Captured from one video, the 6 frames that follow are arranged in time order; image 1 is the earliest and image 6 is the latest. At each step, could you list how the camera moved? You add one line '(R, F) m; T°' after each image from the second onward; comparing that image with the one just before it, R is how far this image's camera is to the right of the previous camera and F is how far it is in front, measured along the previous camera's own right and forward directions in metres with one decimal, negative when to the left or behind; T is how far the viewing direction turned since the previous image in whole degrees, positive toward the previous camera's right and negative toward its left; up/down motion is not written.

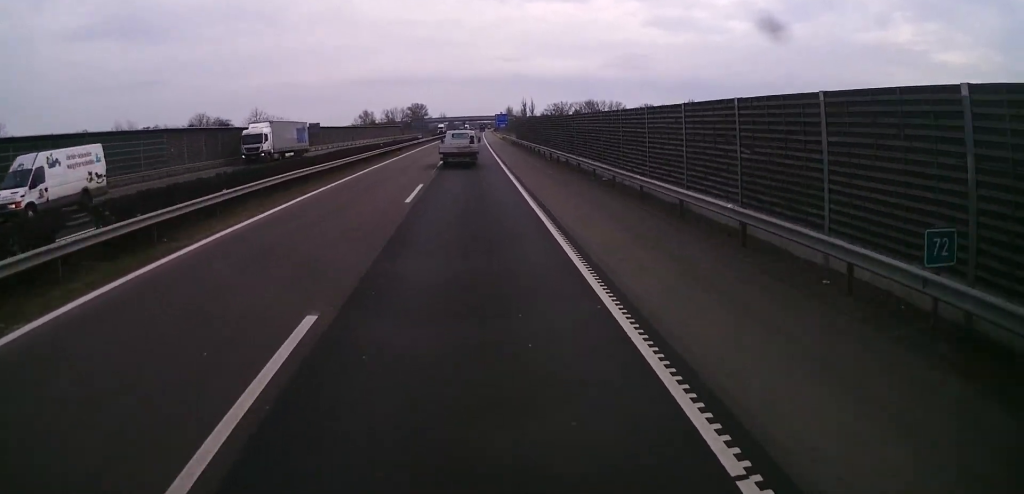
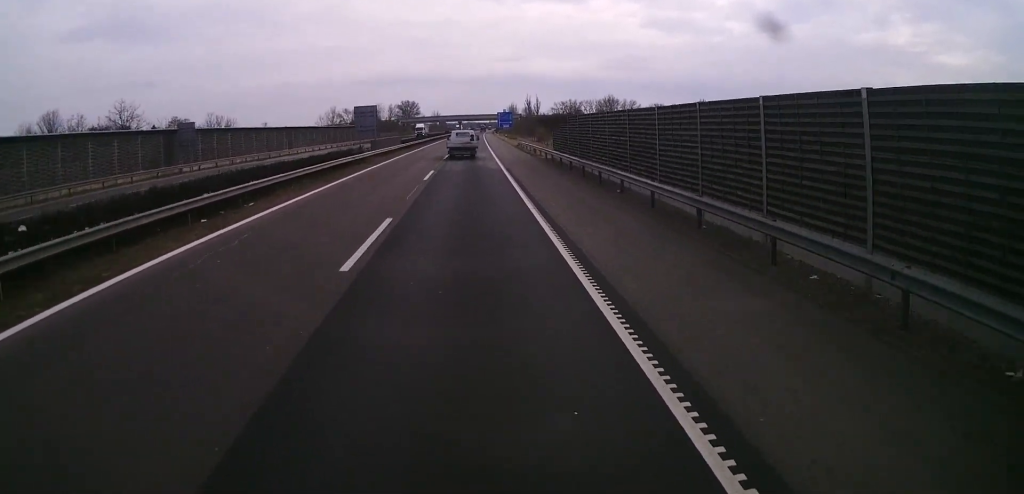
(+0.3, +45.8) m; 0°
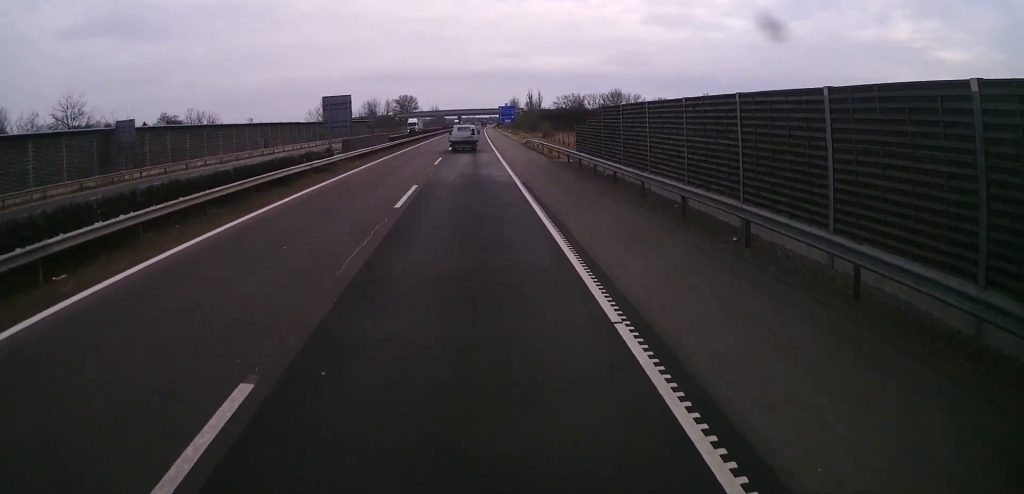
(0.0, +12.1) m; 0°
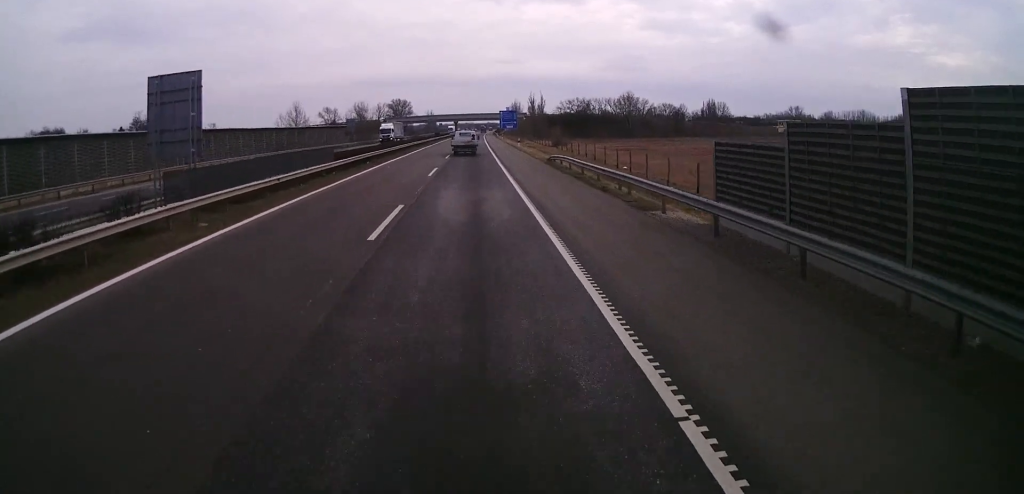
(0.0, +23.5) m; 0°
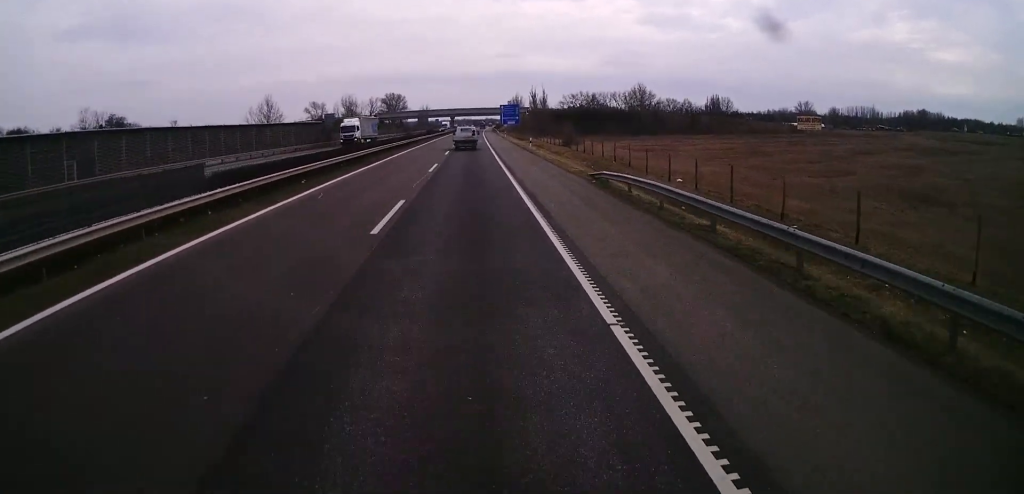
(0.0, +17.4) m; 0°
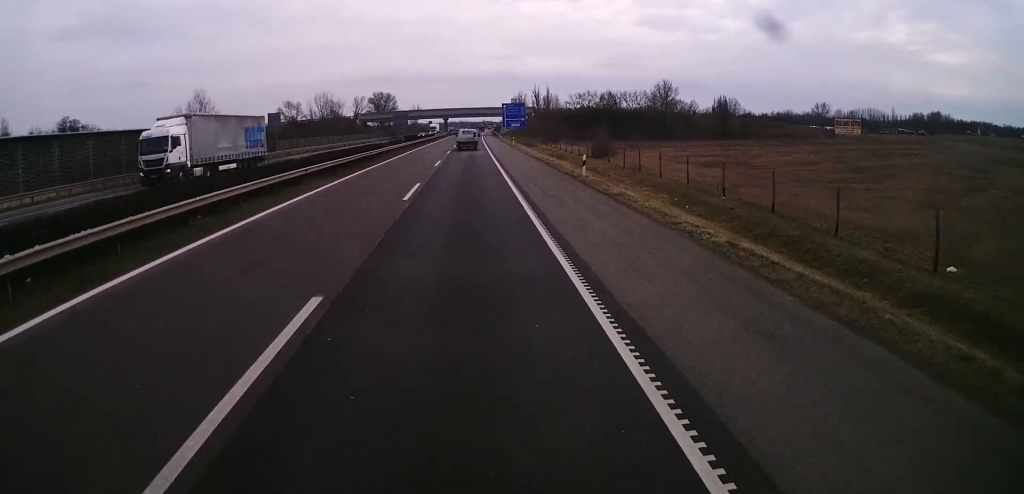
(+0.1, +30.4) m; 0°
